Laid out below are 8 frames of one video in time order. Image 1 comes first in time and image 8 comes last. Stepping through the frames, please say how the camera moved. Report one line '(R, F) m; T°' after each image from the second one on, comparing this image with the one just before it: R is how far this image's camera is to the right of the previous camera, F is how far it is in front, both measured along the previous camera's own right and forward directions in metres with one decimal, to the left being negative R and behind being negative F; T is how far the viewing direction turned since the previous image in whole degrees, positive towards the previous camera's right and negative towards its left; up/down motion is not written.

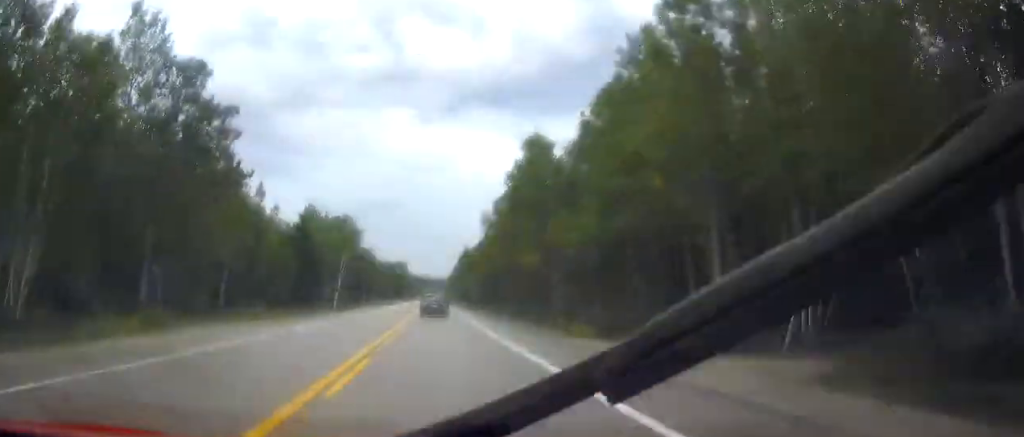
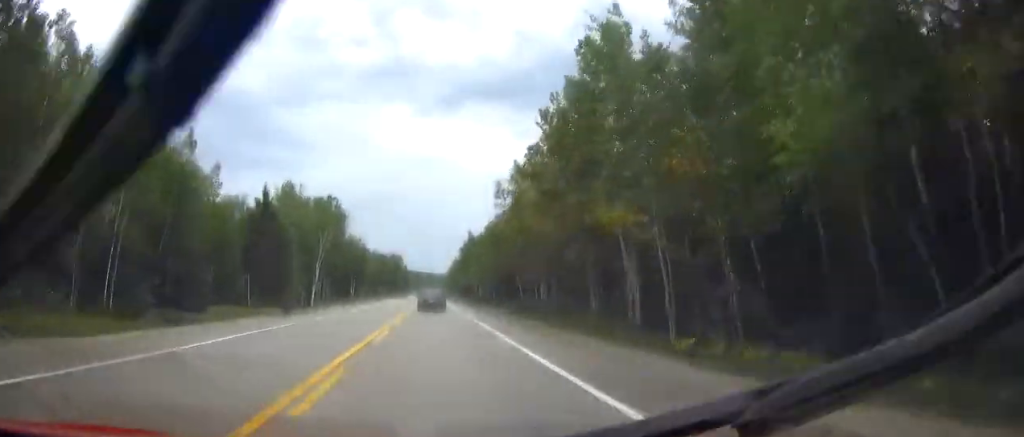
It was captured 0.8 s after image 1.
(0.0, +20.5) m; 0°
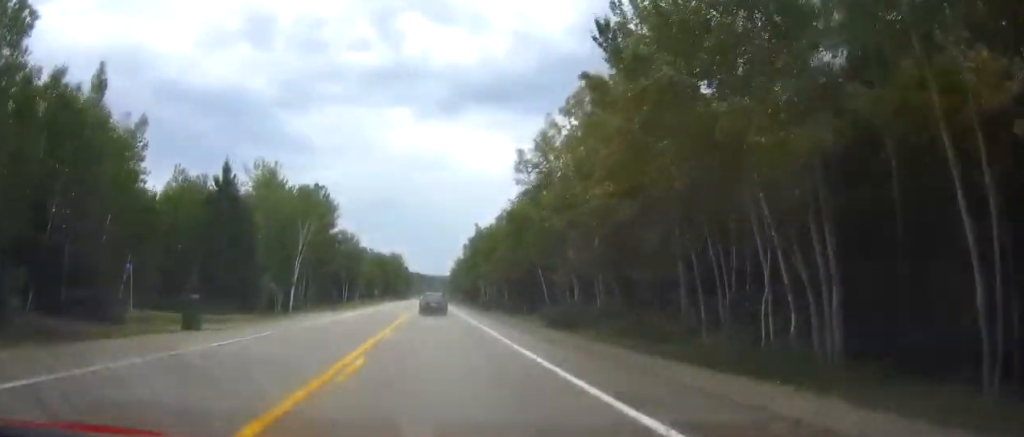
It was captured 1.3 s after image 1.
(0.0, +15.4) m; 0°
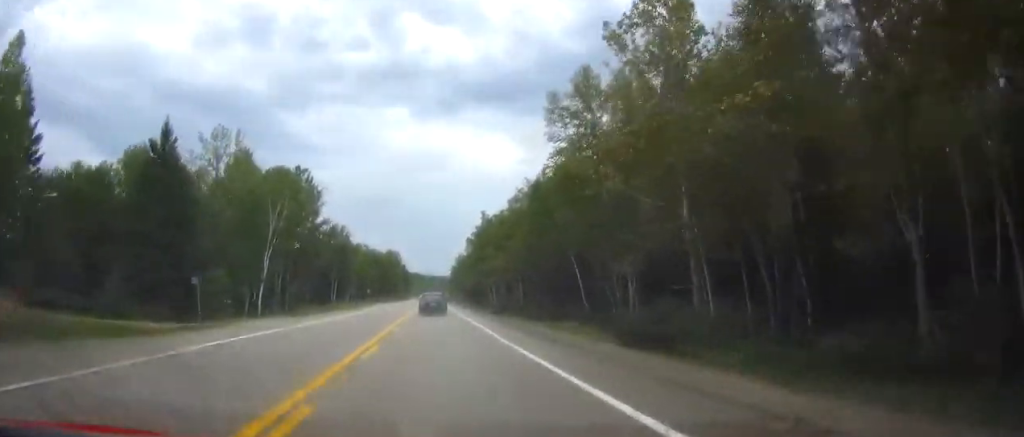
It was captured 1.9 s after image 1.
(0.0, +14.5) m; 0°
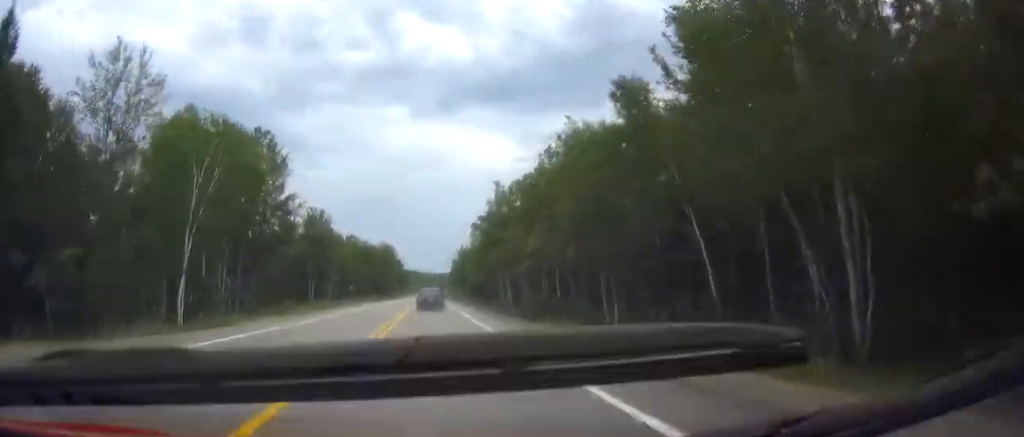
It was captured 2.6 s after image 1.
(+0.1, +21.2) m; 0°
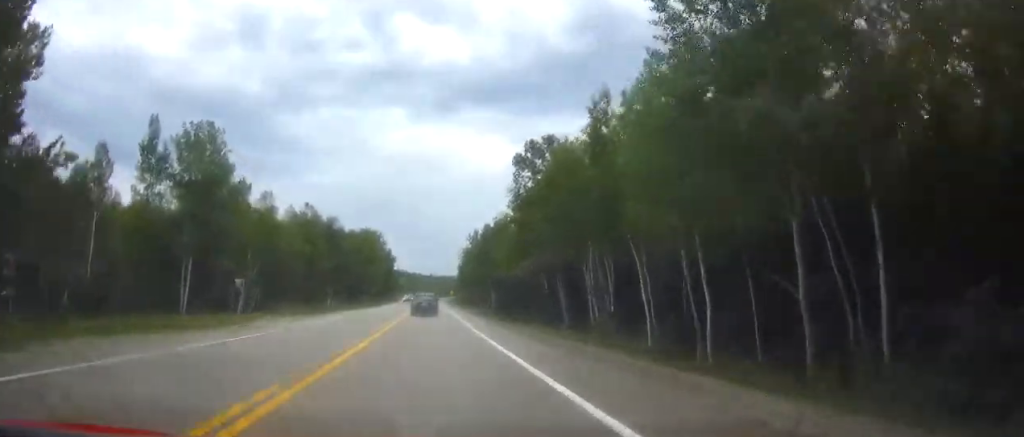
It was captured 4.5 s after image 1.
(+0.1, +52.7) m; 0°
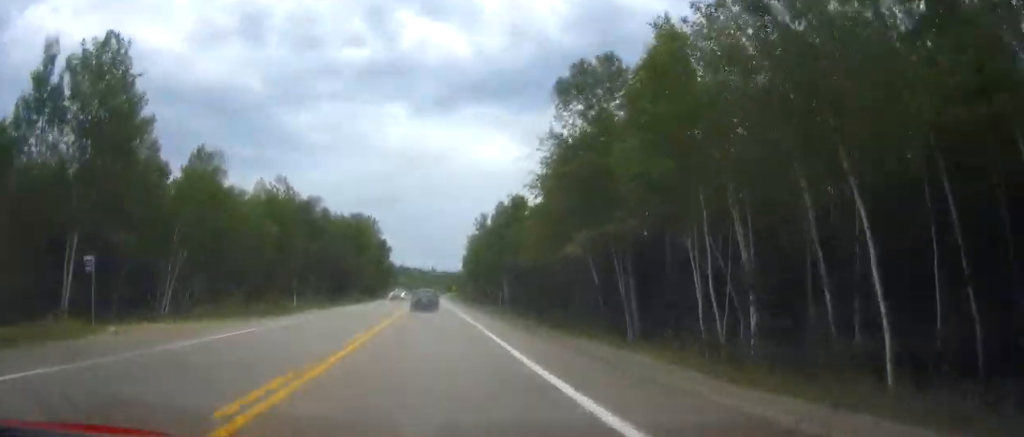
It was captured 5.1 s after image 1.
(0.0, +17.2) m; 0°
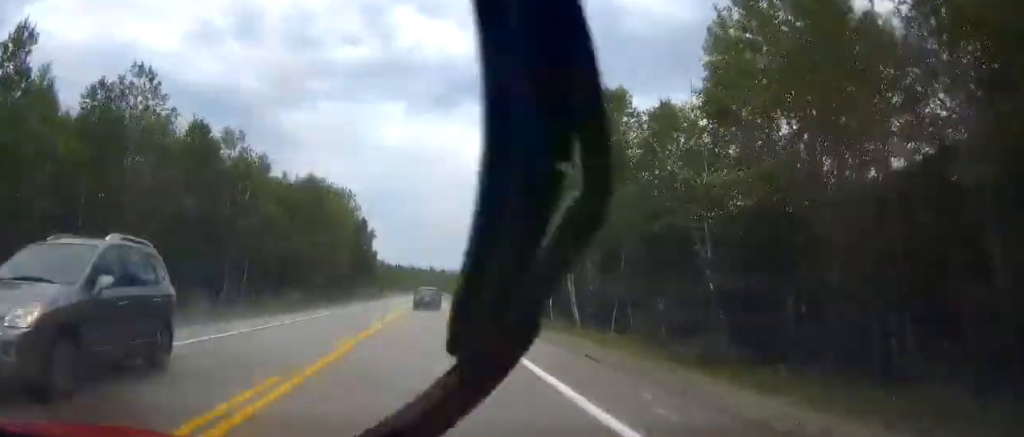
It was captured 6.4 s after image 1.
(-0.1, +37.7) m; 0°
